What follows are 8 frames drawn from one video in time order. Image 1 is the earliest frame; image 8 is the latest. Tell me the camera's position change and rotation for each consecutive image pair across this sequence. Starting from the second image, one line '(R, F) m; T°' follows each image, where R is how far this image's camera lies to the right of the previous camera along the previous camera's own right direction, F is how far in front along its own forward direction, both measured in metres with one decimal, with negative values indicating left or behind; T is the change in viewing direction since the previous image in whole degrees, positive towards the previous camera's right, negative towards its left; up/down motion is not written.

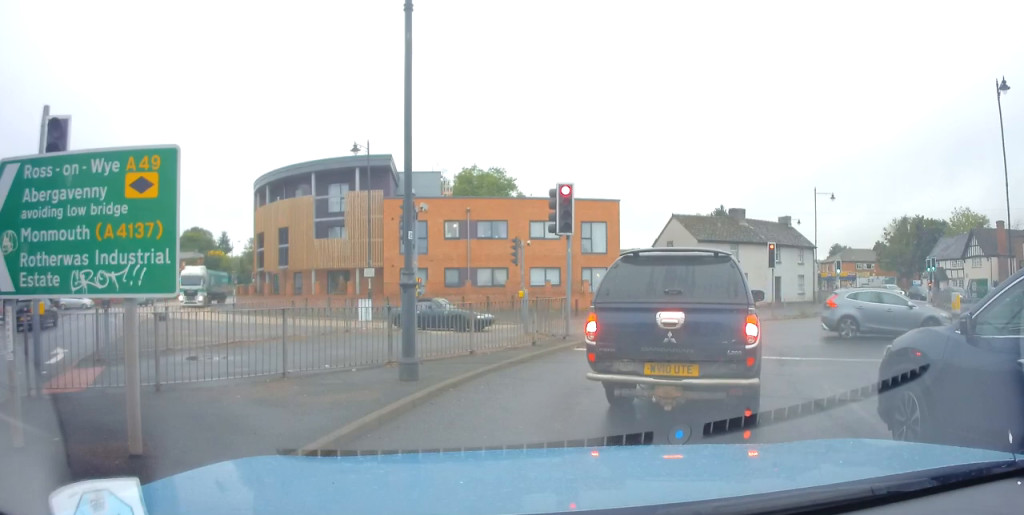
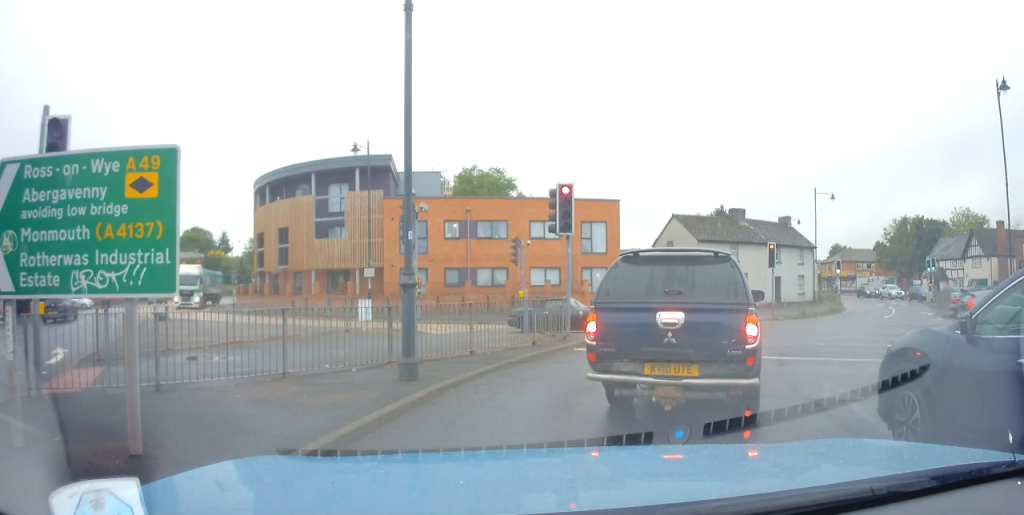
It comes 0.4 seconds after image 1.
(0.0, 0.0) m; 0°
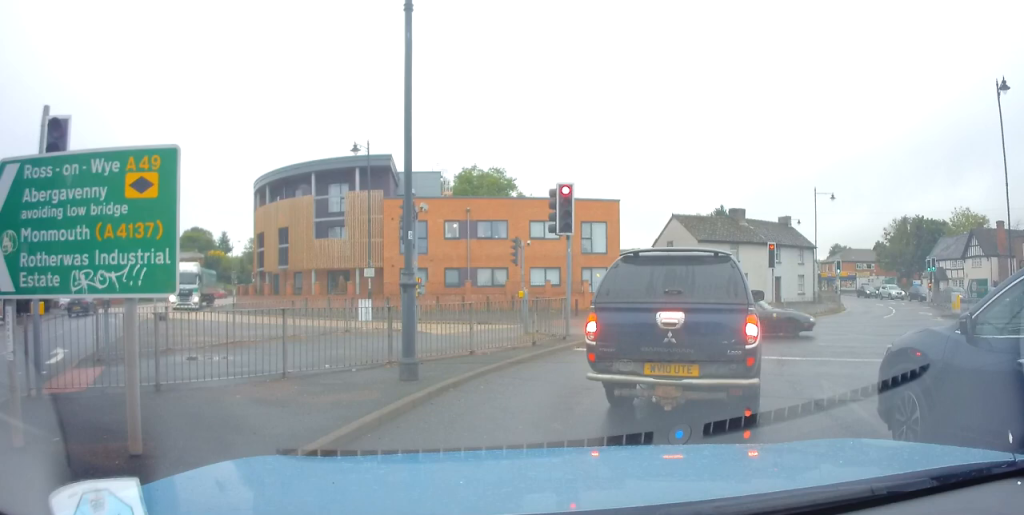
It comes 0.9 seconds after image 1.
(0.0, 0.0) m; 0°
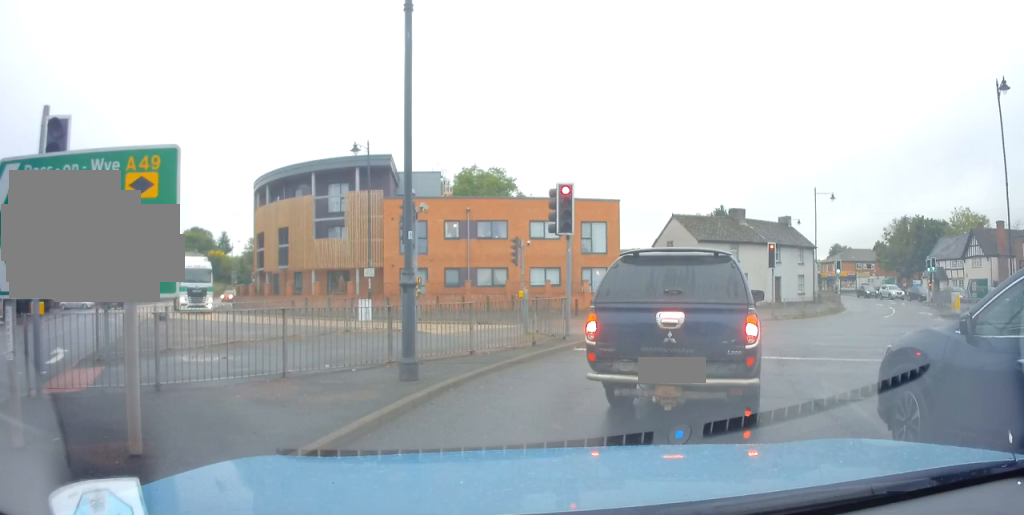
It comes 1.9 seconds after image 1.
(0.0, 0.0) m; 0°
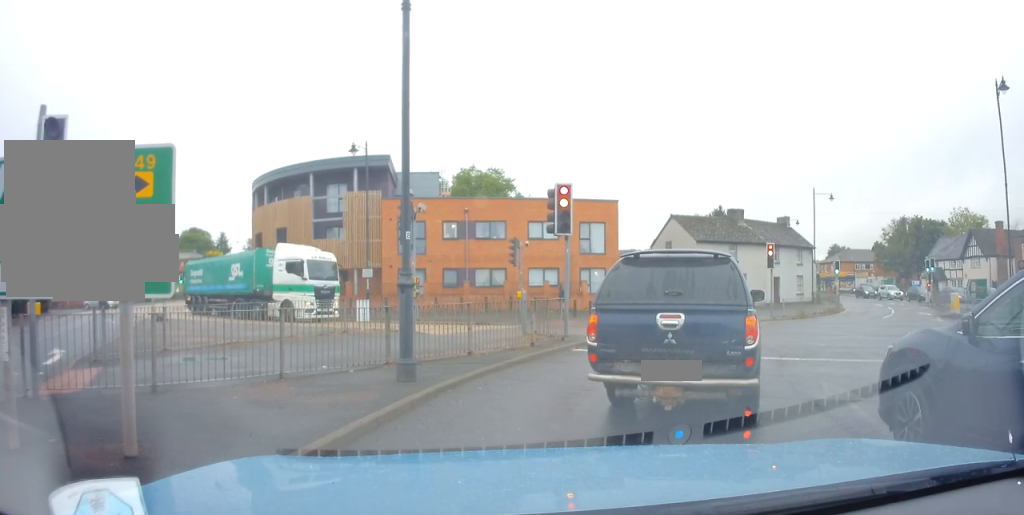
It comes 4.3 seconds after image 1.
(0.0, 0.0) m; 0°
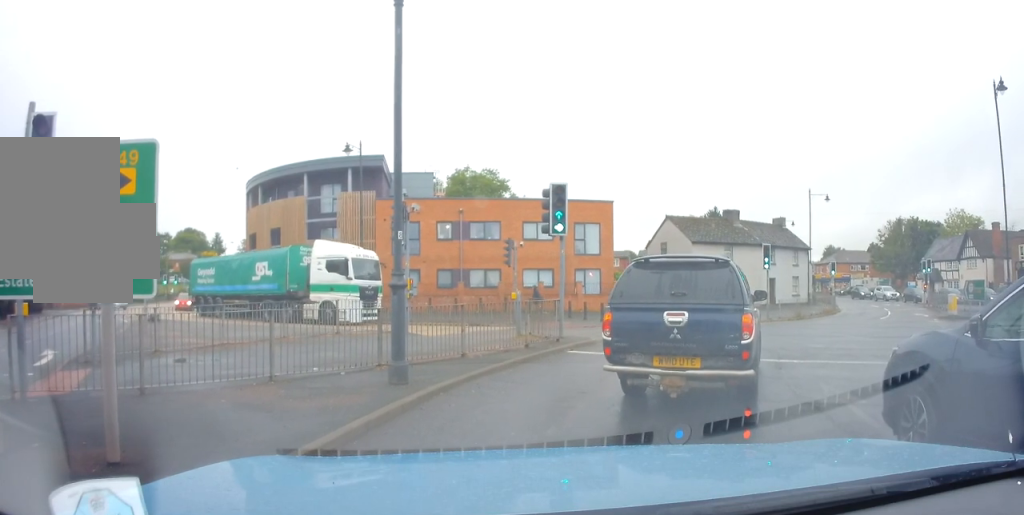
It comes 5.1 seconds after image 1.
(0.0, 0.0) m; 0°
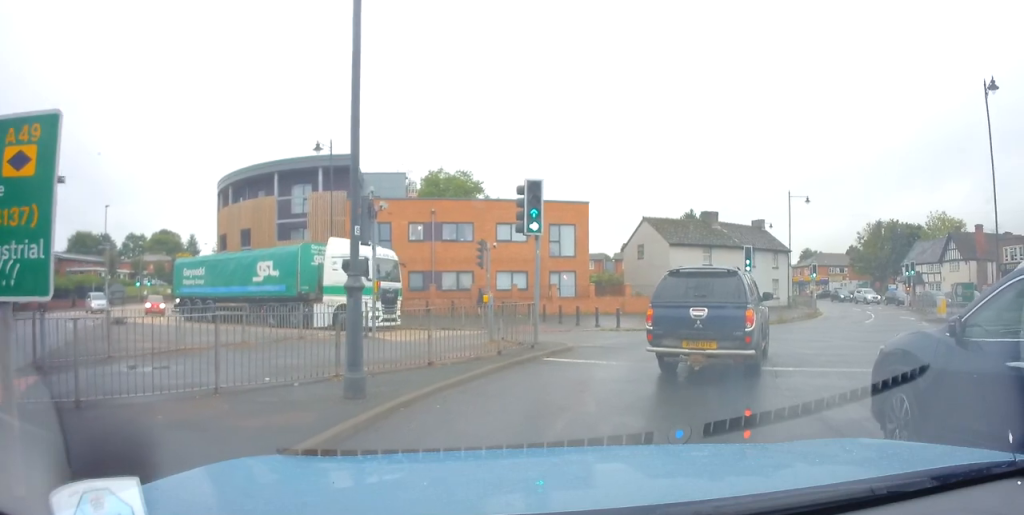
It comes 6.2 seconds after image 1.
(0.0, +0.4) m; +2°
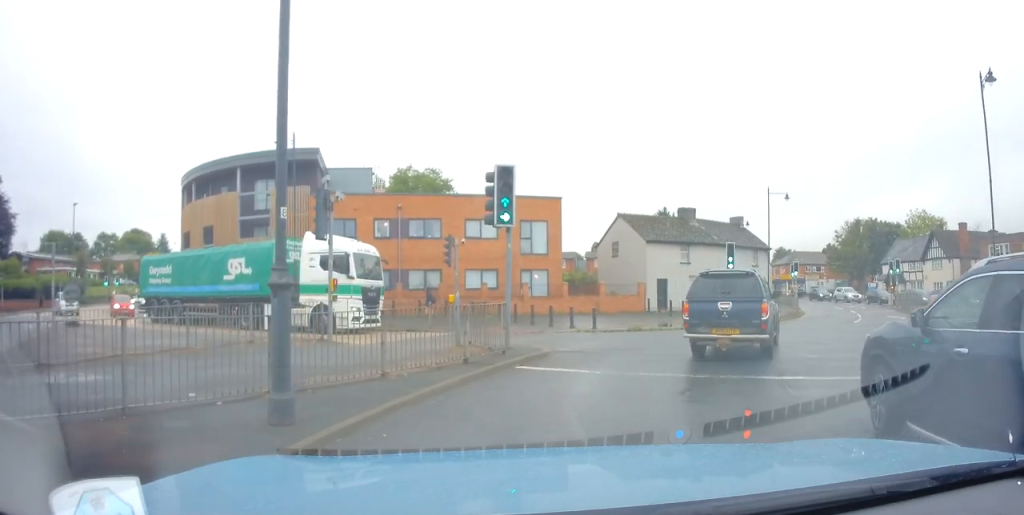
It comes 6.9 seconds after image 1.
(+0.1, +0.9) m; +8°
